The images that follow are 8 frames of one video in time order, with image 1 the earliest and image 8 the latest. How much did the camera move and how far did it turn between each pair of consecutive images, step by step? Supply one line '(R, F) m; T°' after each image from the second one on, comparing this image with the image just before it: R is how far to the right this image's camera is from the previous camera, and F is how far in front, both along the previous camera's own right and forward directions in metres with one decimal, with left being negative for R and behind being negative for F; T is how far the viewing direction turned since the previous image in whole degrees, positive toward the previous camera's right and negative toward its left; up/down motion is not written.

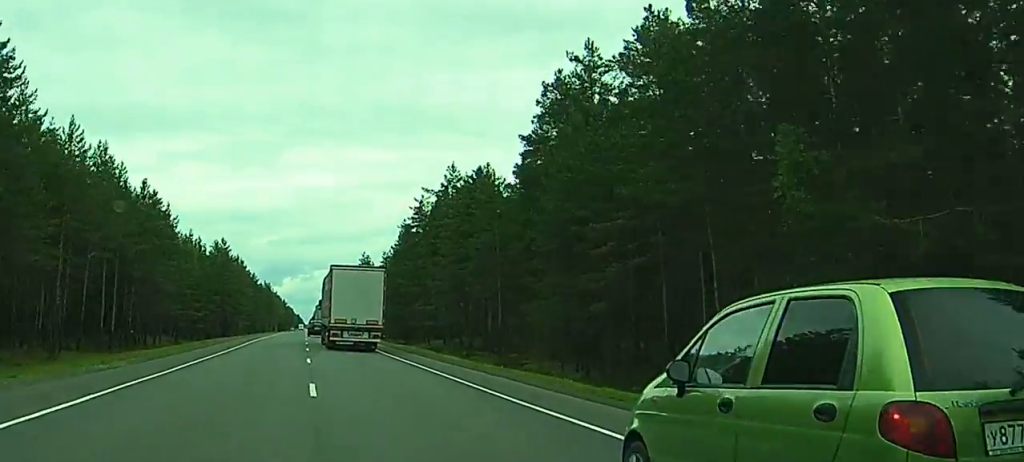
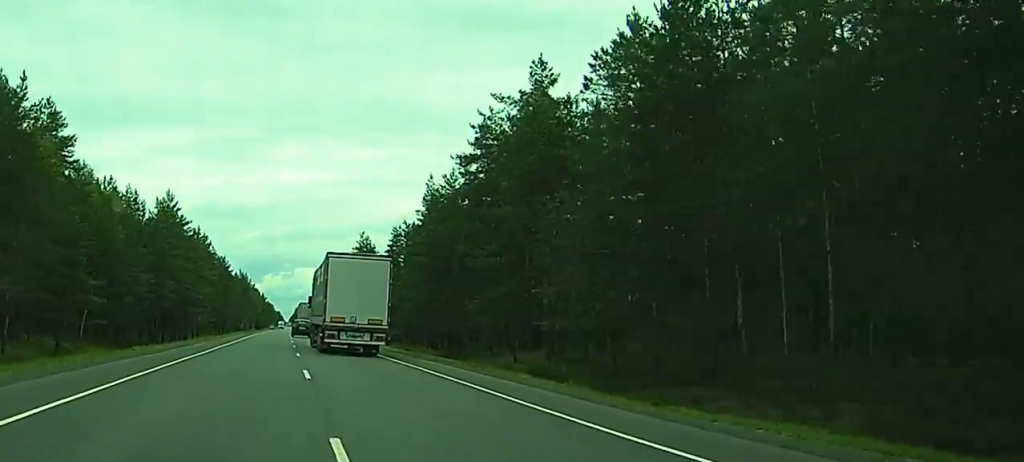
(-0.2, +45.3) m; 0°
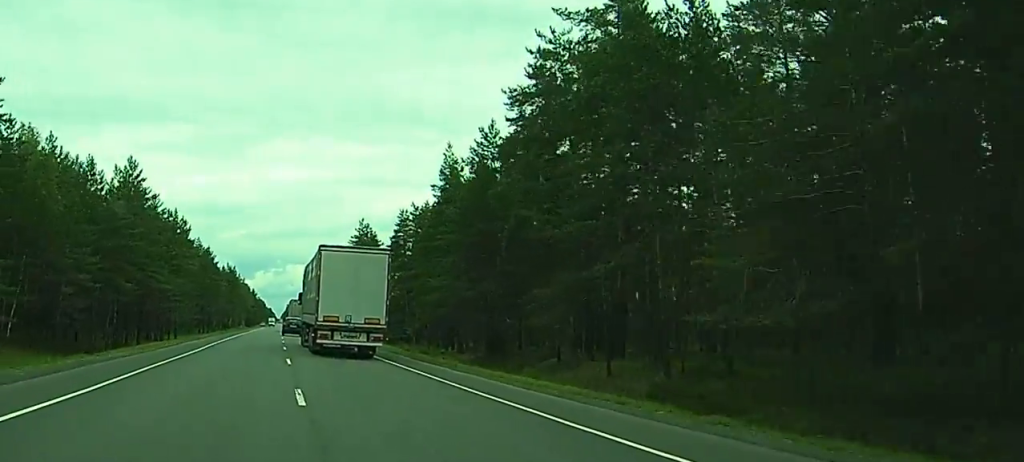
(0.0, +17.9) m; 0°
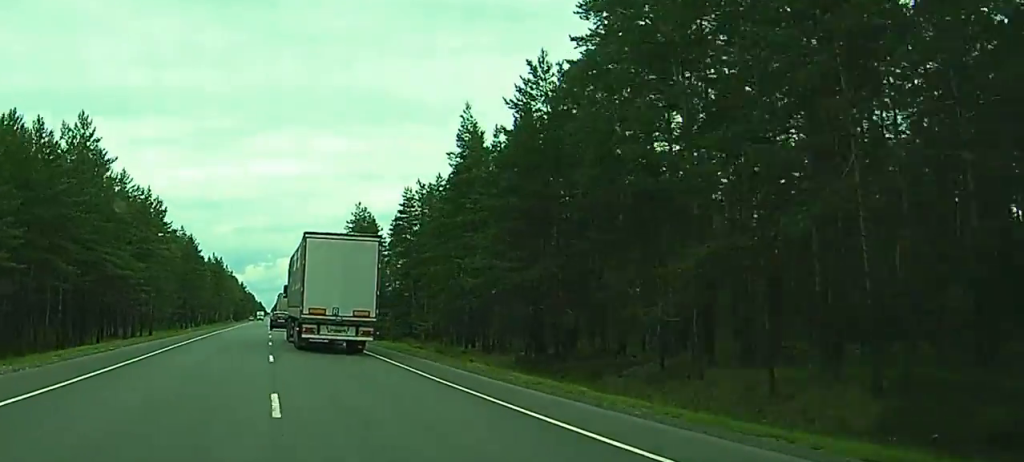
(+0.1, +14.4) m; +1°
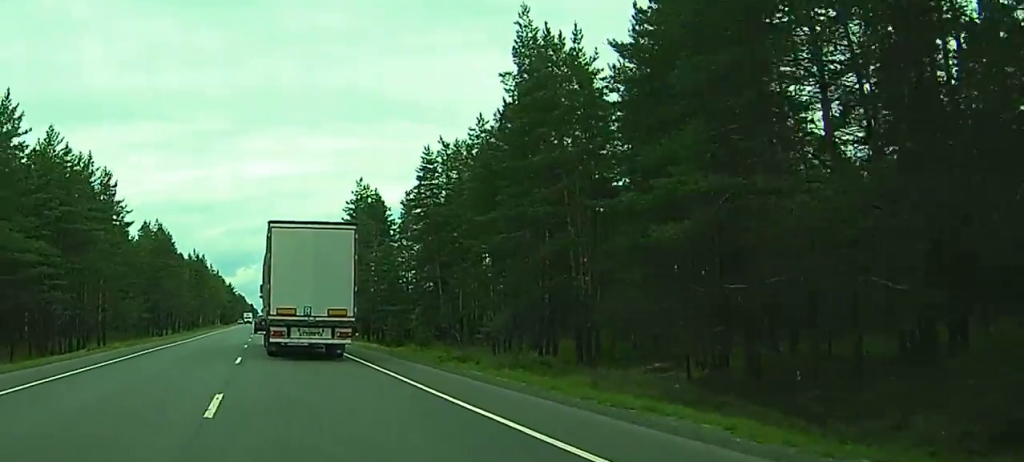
(+0.2, +24.2) m; +1°
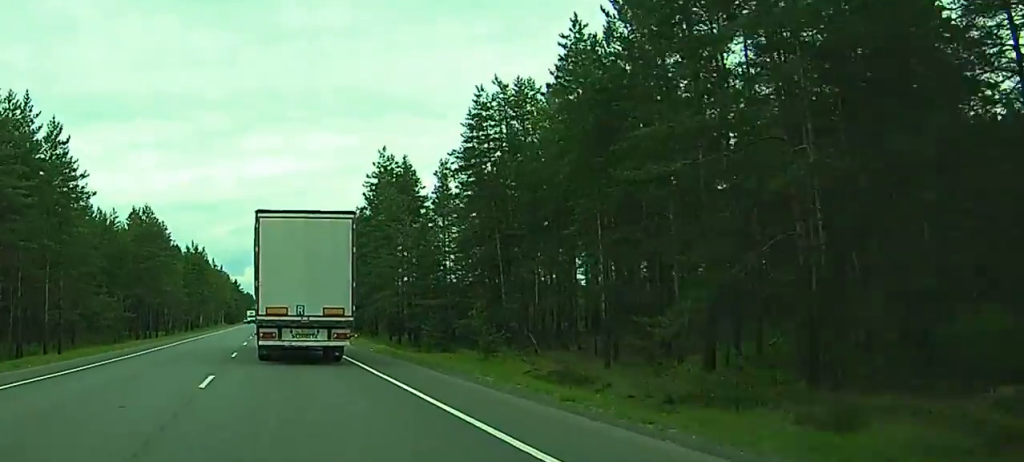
(+0.1, +20.2) m; 0°
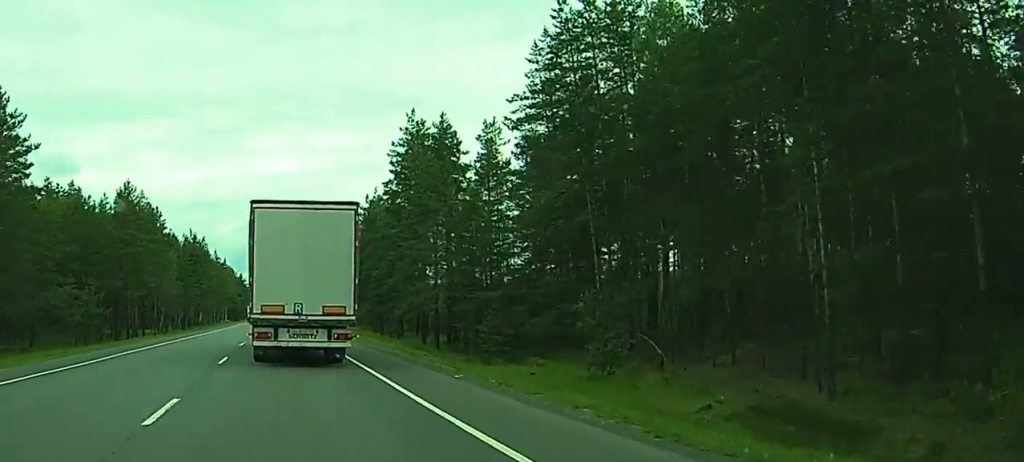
(0.0, +17.1) m; 0°
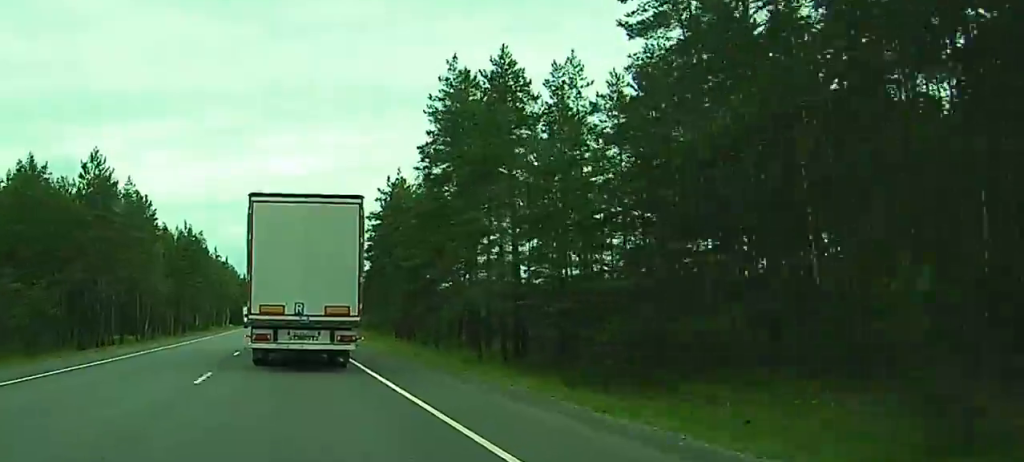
(+0.1, +17.7) m; -3°
